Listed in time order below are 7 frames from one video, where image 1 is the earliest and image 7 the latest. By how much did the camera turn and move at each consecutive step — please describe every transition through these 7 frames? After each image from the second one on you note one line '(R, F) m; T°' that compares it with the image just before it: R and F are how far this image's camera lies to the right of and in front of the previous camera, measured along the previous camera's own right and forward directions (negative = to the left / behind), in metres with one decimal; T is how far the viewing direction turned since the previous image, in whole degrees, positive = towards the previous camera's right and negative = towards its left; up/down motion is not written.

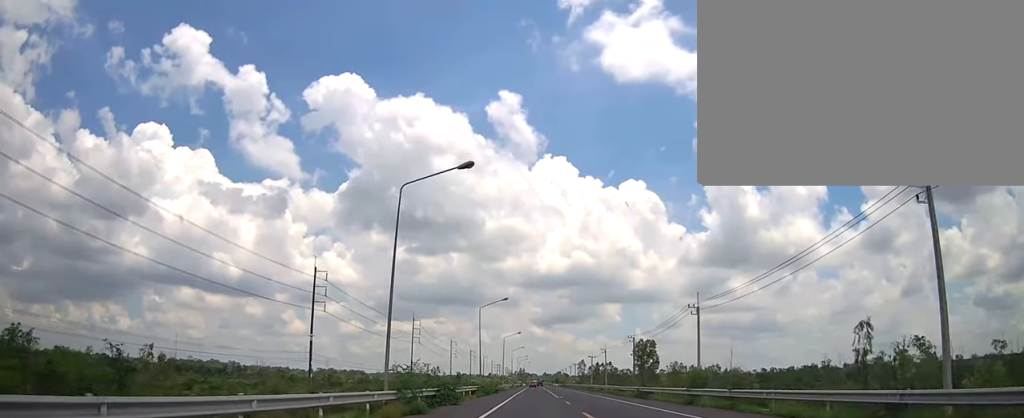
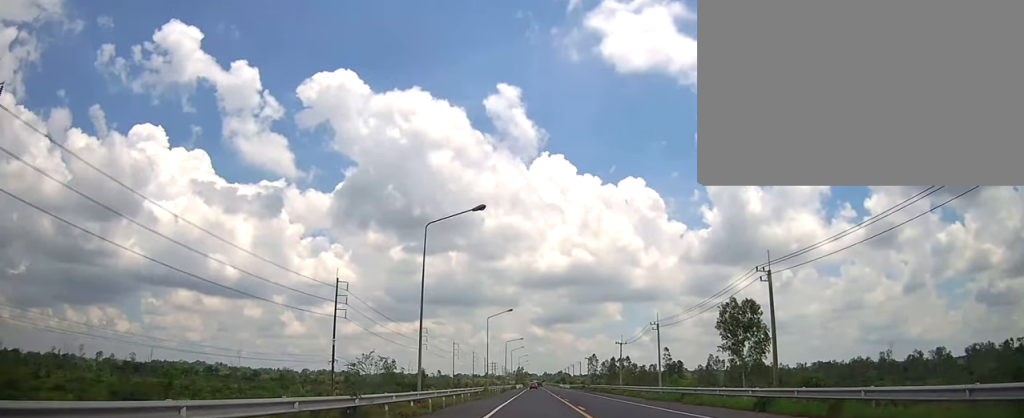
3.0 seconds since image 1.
(+0.7, +66.8) m; +2°
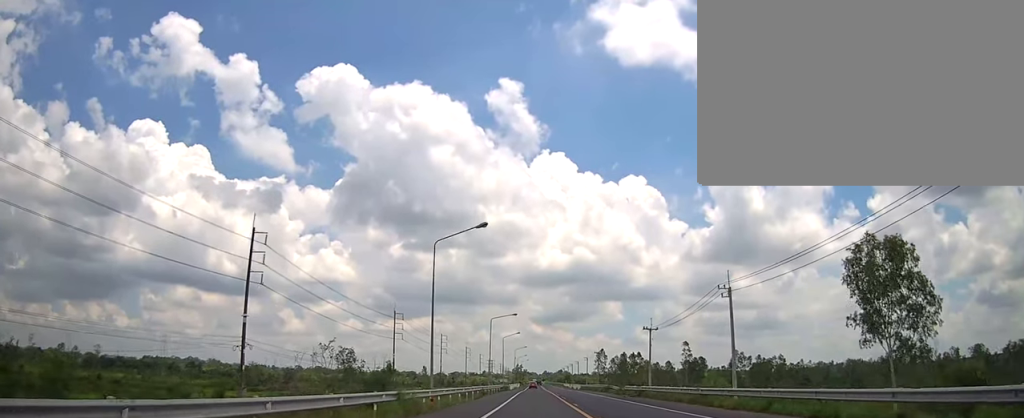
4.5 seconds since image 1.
(-0.9, +33.8) m; -3°
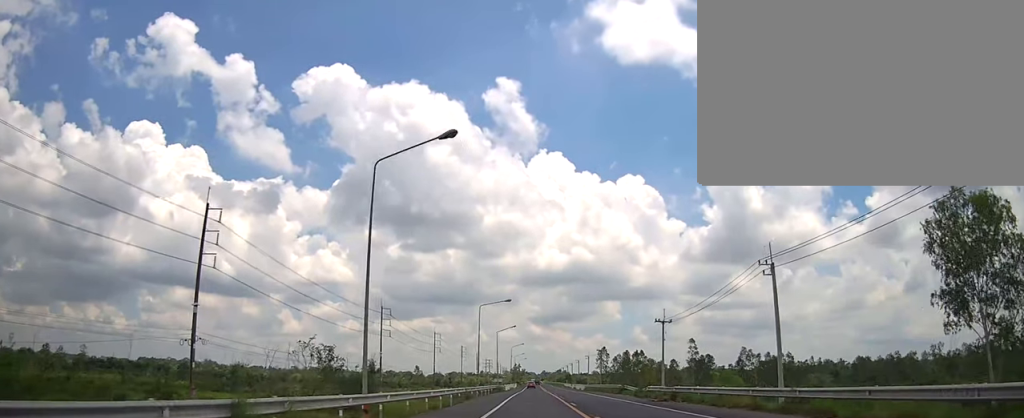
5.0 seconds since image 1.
(-0.2, +11.3) m; 0°
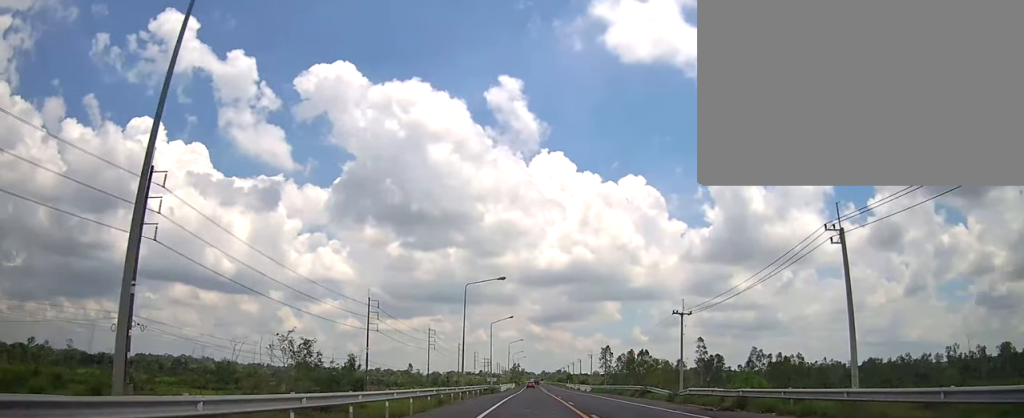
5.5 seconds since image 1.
(0.0, +11.2) m; +1°
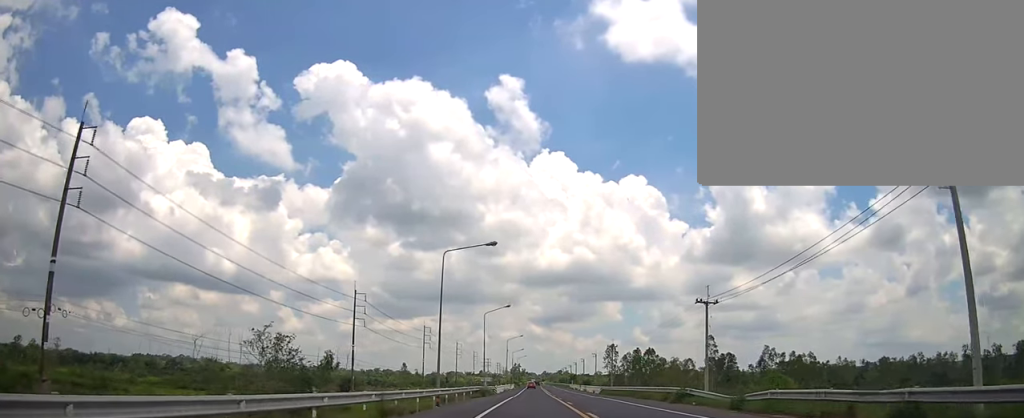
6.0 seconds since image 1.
(-0.1, +10.8) m; +1°
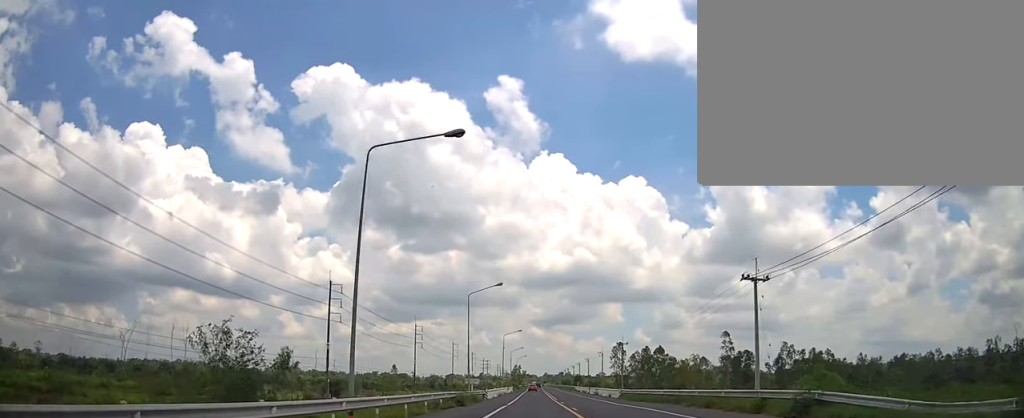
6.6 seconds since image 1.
(+0.4, +14.9) m; +1°
